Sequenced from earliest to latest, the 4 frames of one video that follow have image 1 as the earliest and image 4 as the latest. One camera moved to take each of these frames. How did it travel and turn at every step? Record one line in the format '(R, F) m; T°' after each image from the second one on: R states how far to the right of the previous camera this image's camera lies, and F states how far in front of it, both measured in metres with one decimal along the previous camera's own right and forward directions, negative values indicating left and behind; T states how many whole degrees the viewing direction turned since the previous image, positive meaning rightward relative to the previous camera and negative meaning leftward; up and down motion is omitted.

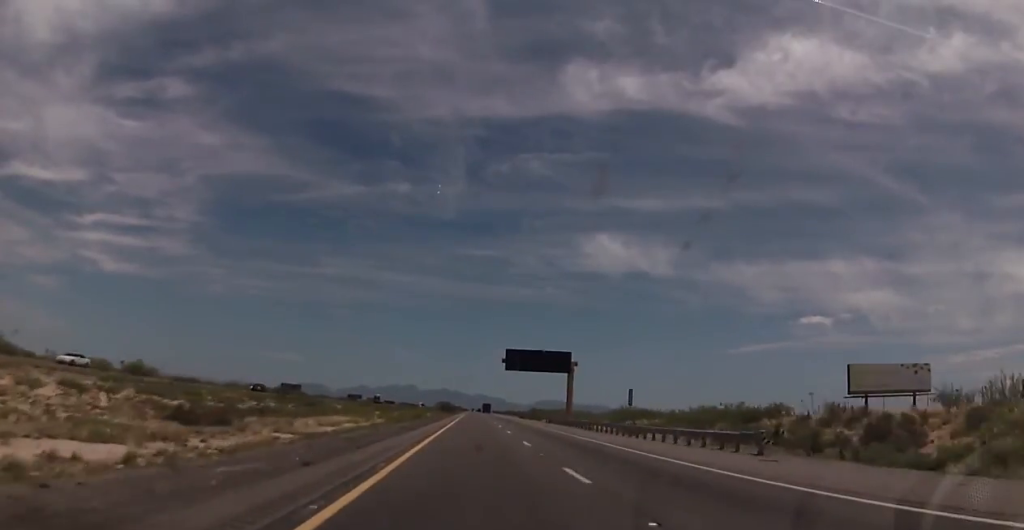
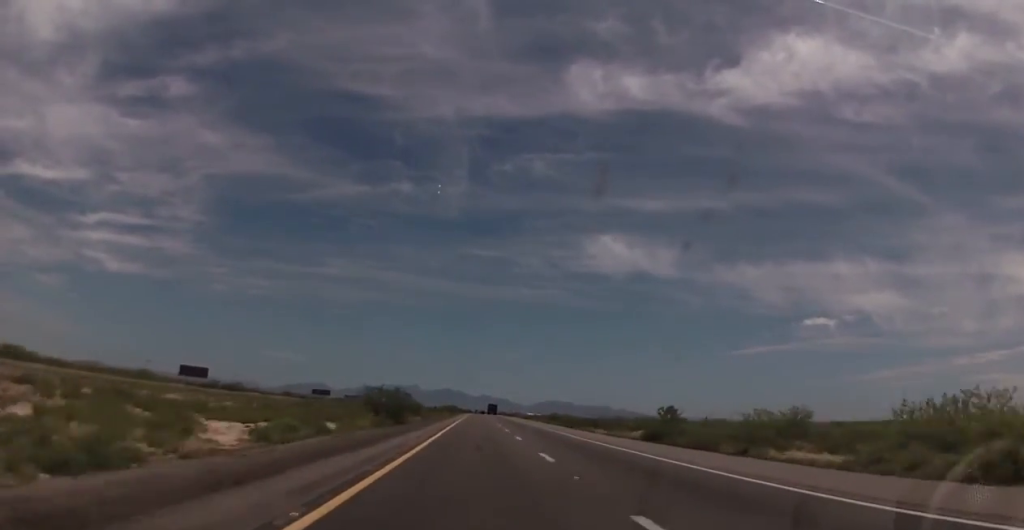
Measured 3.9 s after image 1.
(+0.2, +141.6) m; 0°
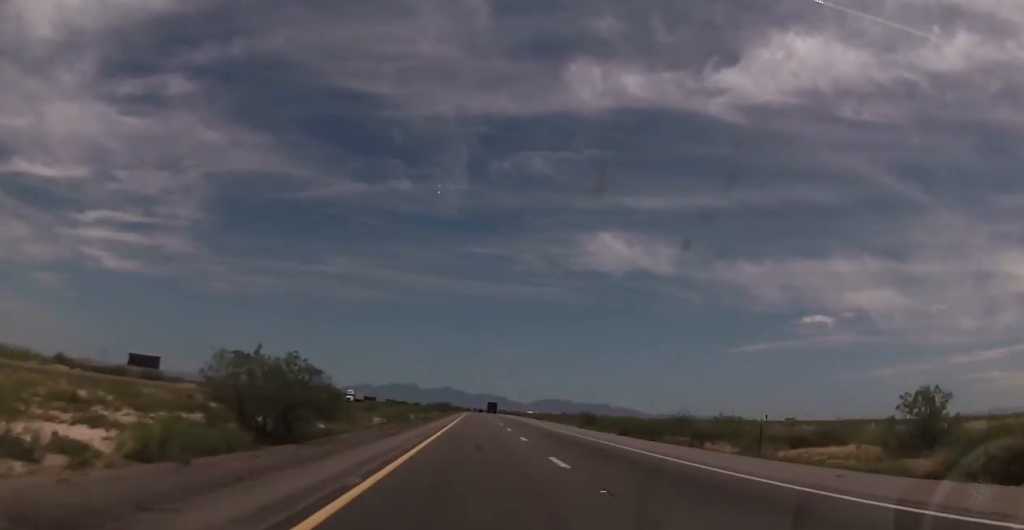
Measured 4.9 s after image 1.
(+0.3, +39.0) m; +1°
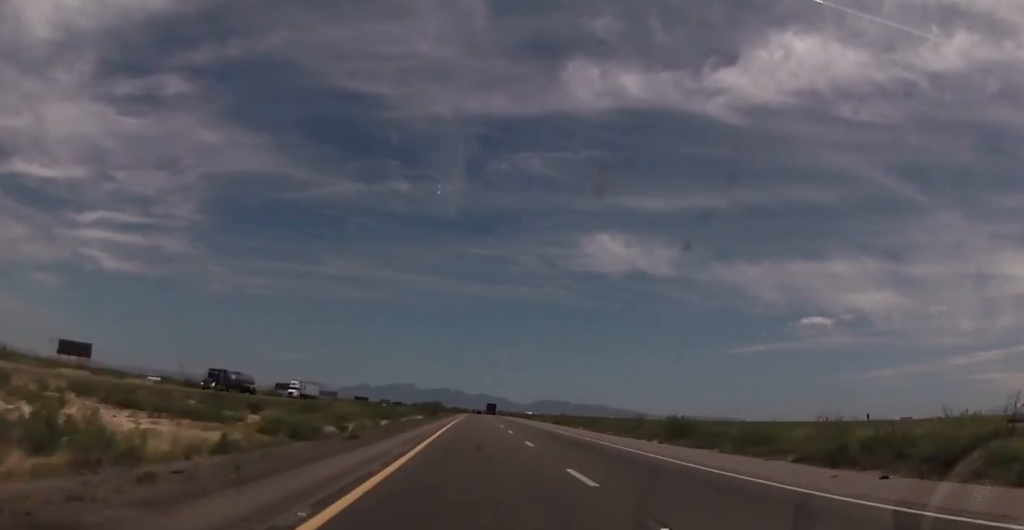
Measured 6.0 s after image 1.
(+0.3, +40.2) m; 0°
